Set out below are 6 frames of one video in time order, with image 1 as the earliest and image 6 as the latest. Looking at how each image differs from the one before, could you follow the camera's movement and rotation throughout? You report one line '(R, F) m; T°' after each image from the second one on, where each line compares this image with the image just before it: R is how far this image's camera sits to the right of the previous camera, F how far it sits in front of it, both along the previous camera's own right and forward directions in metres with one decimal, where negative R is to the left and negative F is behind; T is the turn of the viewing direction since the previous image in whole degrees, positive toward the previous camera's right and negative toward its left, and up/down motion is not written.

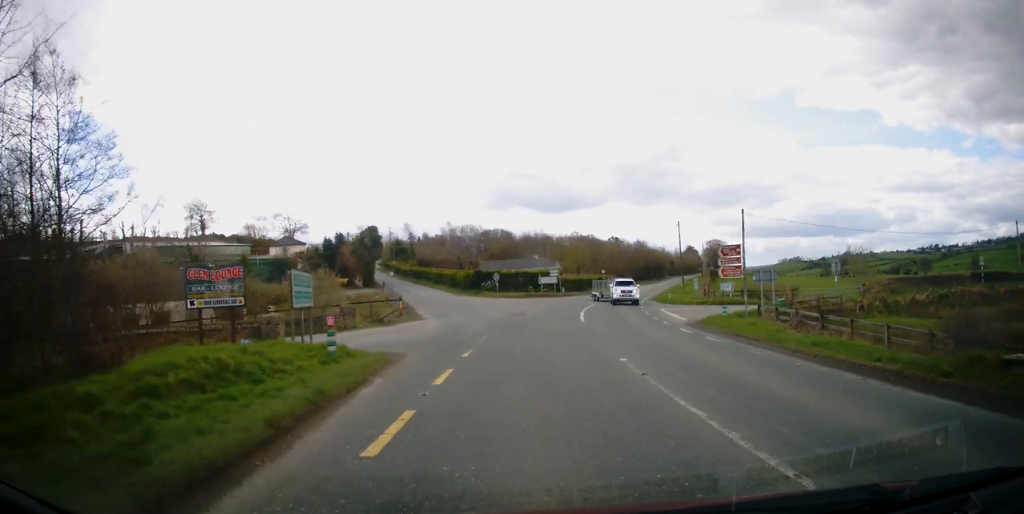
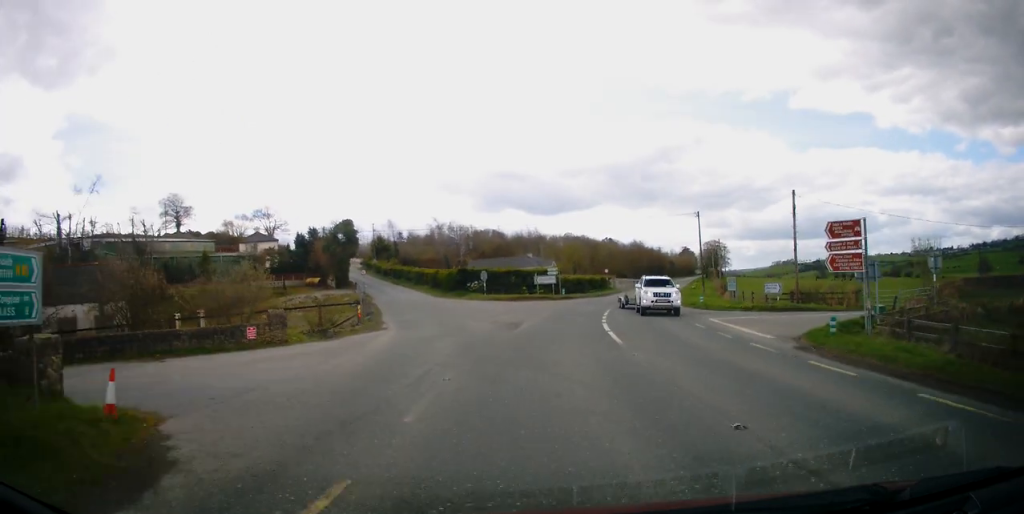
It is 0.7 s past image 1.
(-0.1, +10.8) m; +1°
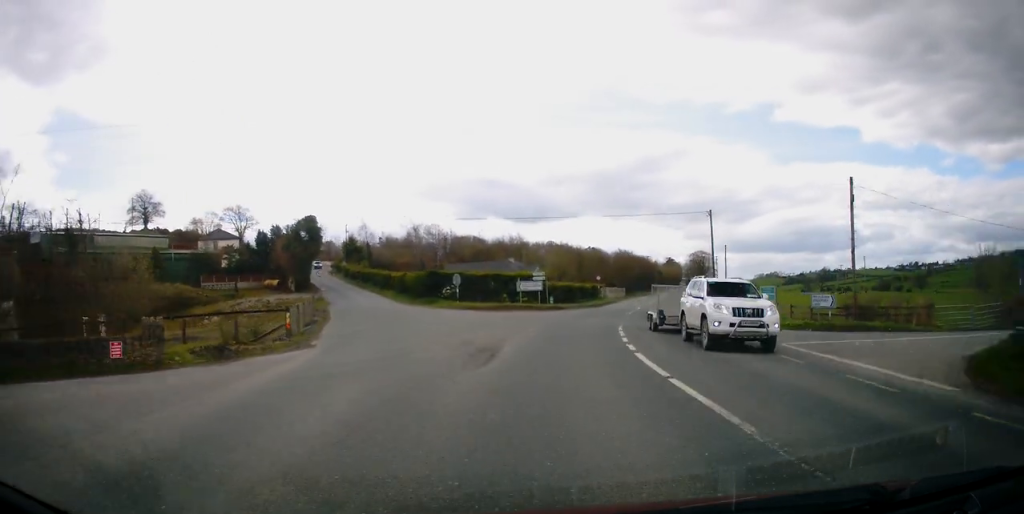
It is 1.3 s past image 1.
(+0.2, +9.1) m; +2°
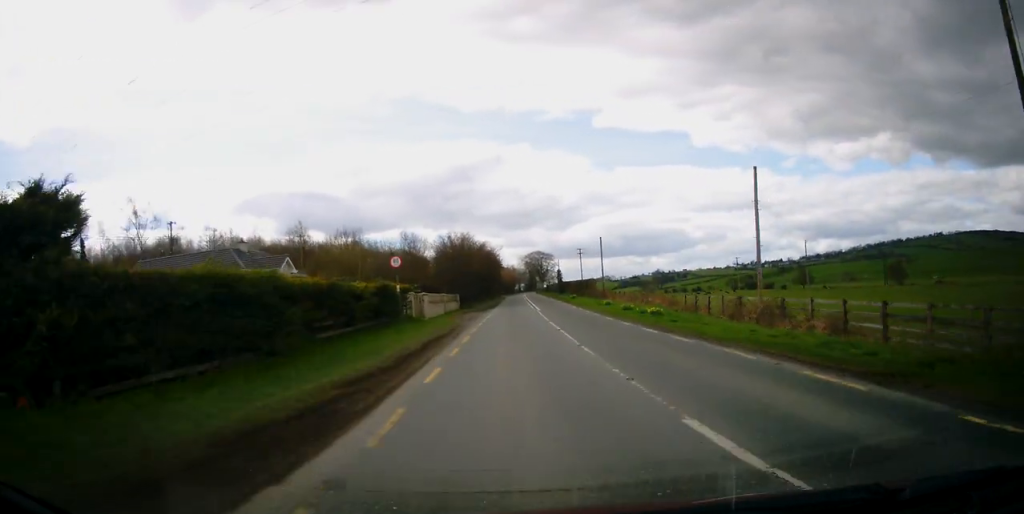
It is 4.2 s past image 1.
(+6.2, +44.0) m; +16°
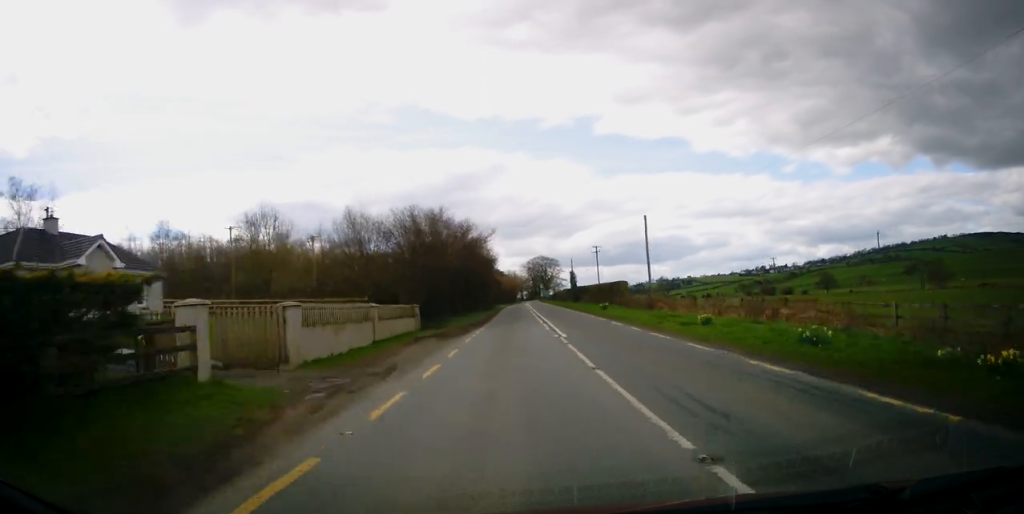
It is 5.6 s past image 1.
(+0.5, +21.9) m; +1°
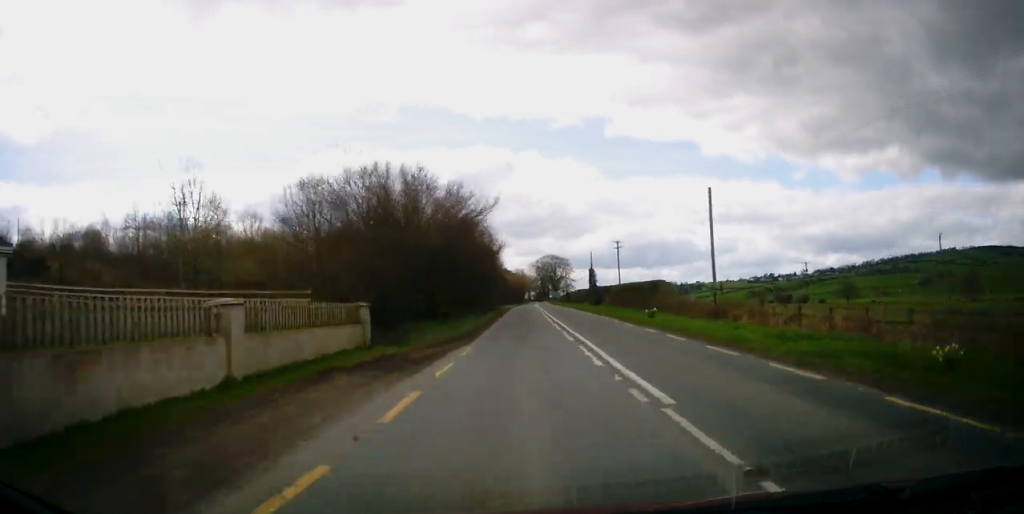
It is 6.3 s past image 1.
(+0.1, +12.2) m; 0°
